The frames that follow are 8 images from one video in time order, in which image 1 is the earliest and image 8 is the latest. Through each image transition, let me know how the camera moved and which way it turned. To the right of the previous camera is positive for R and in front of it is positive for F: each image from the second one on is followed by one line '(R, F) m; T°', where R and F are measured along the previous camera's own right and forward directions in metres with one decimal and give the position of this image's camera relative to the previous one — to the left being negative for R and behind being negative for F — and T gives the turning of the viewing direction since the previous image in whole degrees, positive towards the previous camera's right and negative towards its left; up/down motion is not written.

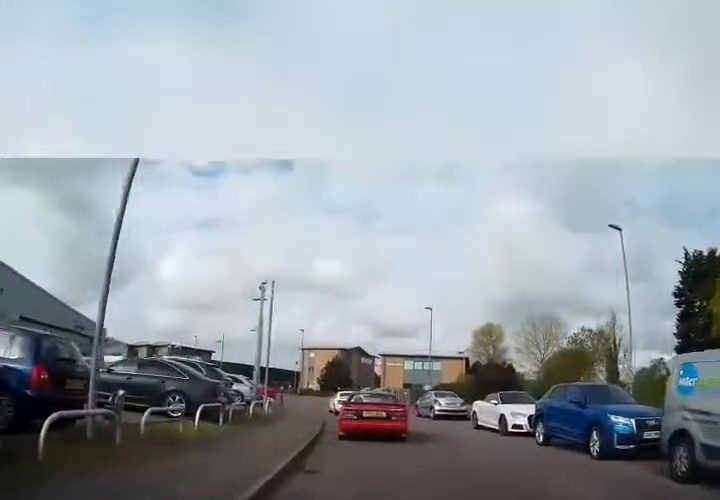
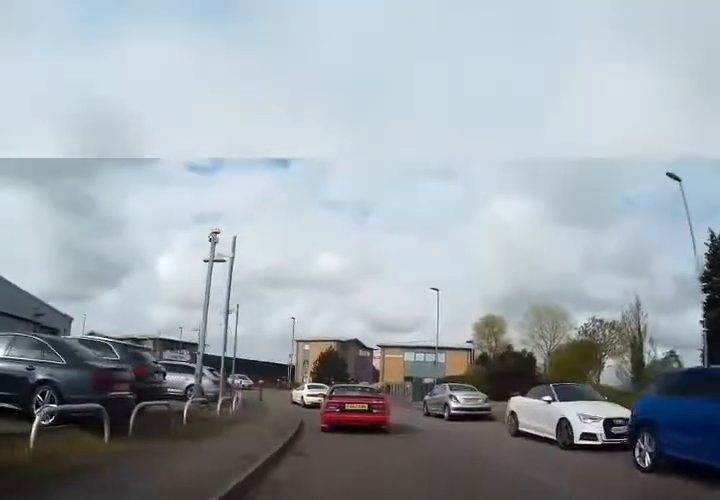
(+0.3, +4.7) m; +5°
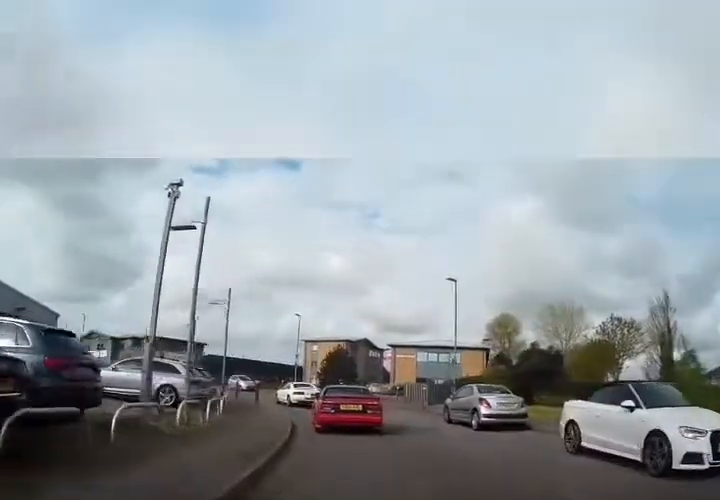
(+0.1, +3.1) m; -2°
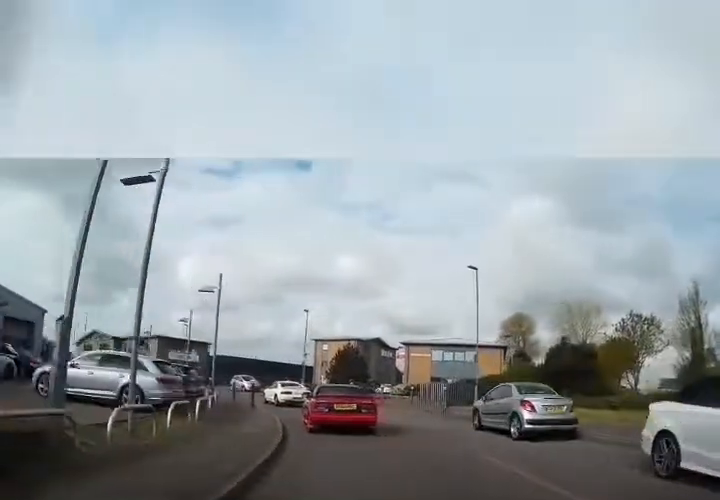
(+0.1, +2.5) m; -2°
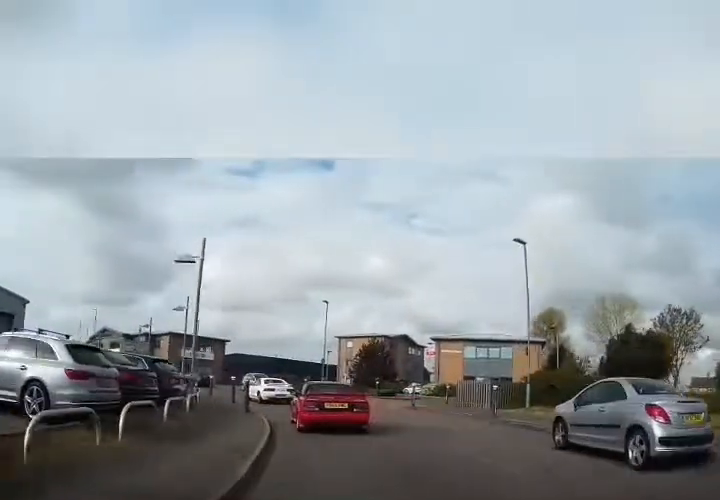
(-0.3, +4.3) m; -4°
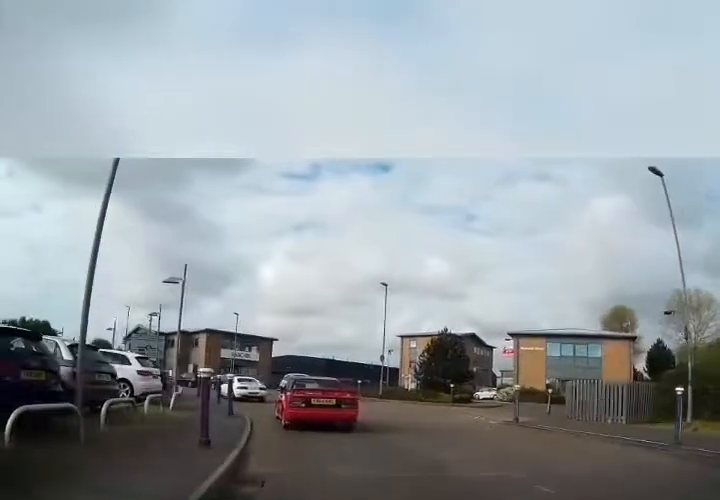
(-0.4, +7.8) m; -7°
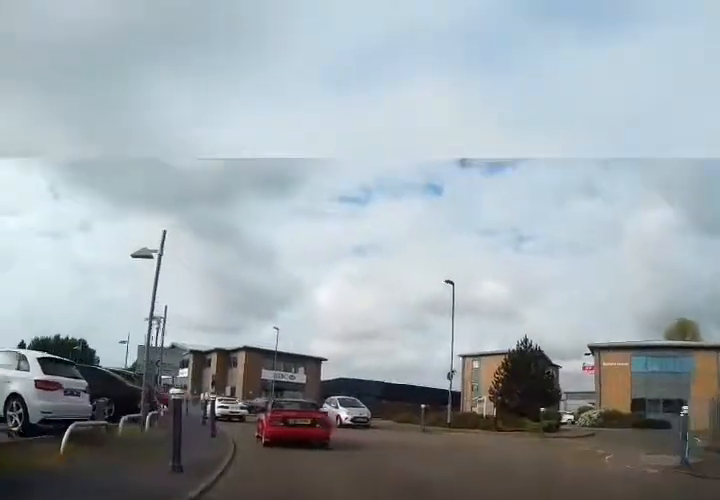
(-0.7, +6.5) m; -13°
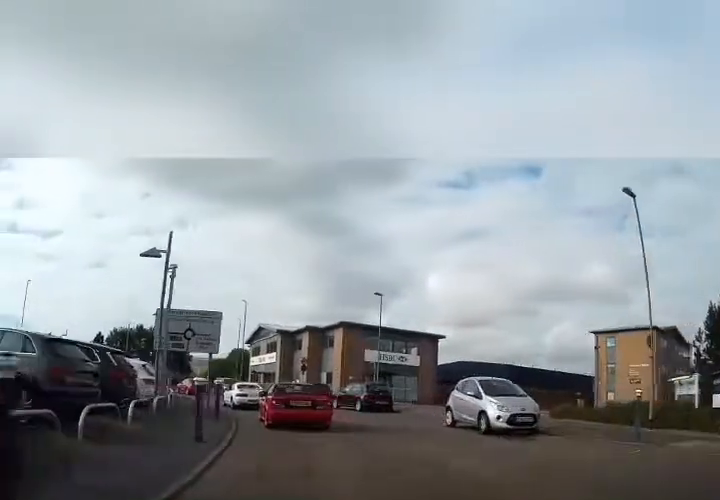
(-1.6, +9.6) m; -17°
